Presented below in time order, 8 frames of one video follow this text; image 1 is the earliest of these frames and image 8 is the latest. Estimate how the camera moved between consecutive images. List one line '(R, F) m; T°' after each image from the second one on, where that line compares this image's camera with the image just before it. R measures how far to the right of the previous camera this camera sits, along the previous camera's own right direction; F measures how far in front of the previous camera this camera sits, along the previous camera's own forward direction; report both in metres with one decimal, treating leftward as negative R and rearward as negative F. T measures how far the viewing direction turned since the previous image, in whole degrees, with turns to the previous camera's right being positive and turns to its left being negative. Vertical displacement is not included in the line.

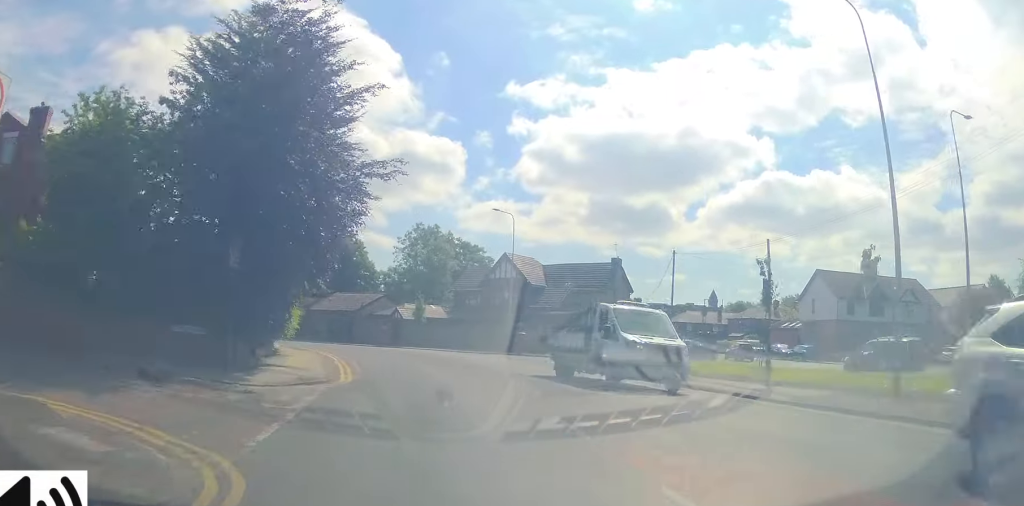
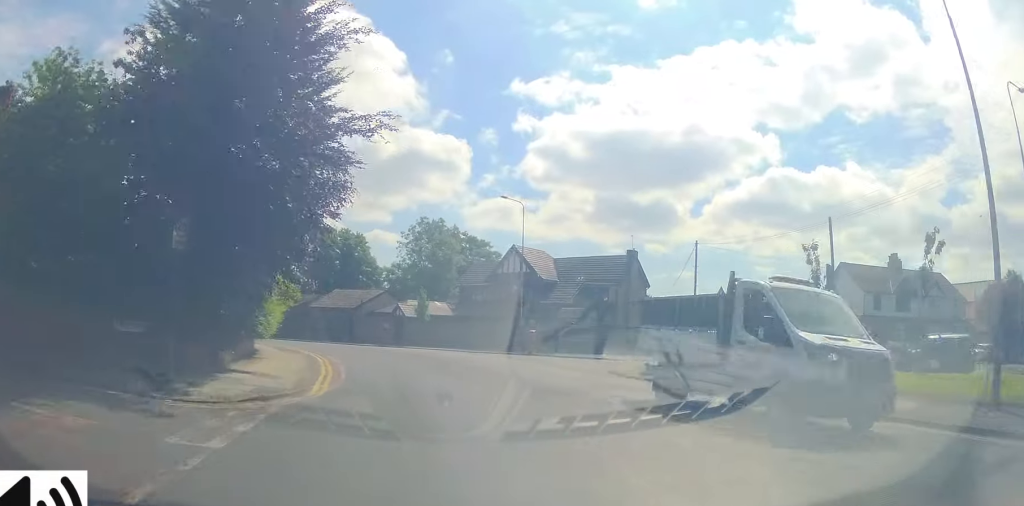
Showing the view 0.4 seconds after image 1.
(+0.2, +3.4) m; 0°
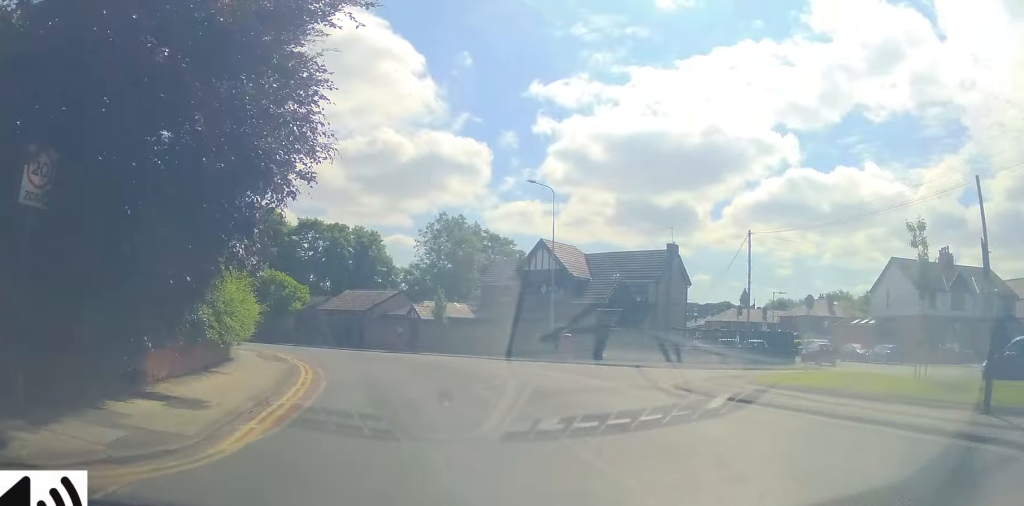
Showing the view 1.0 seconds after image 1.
(+0.2, +5.3) m; -1°
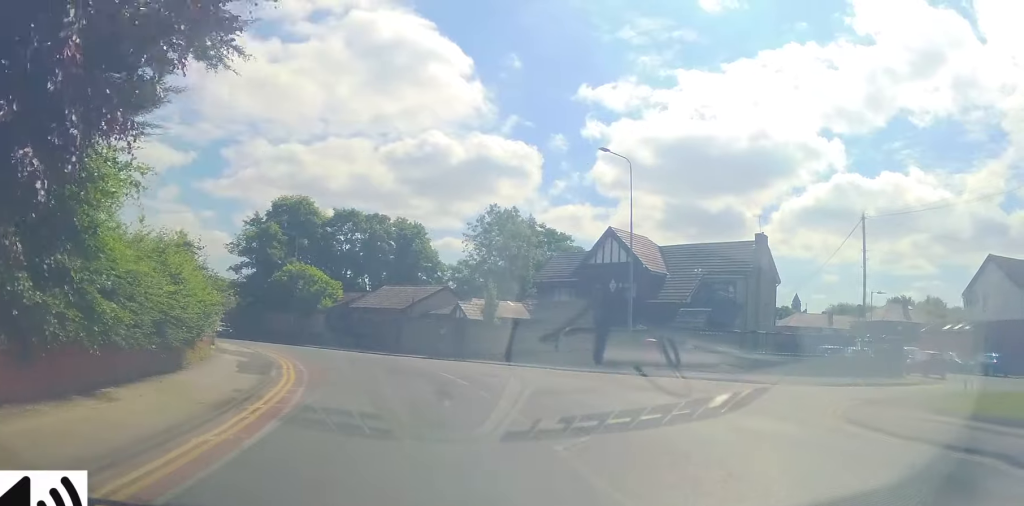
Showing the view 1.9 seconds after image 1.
(-0.4, +7.2) m; -7°
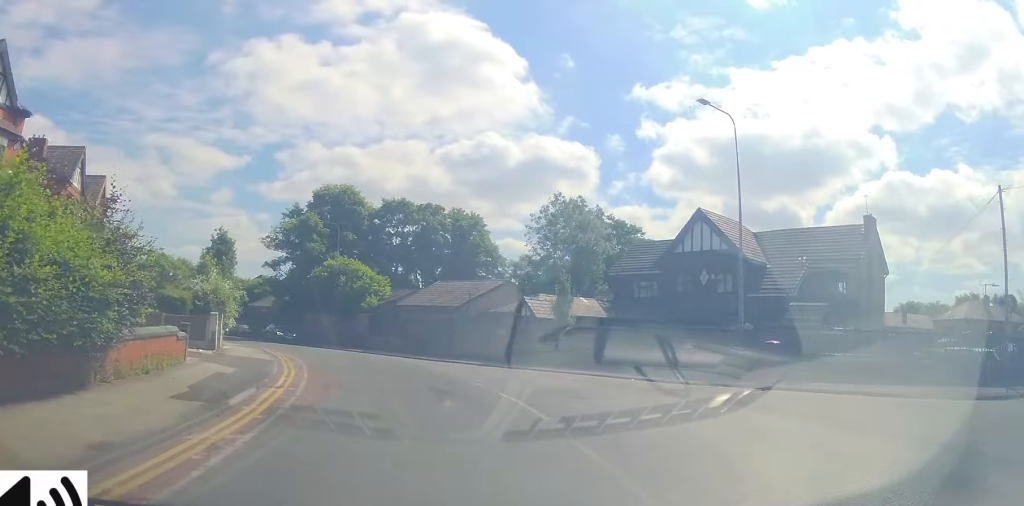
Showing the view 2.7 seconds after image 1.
(-0.4, +6.5) m; -6°
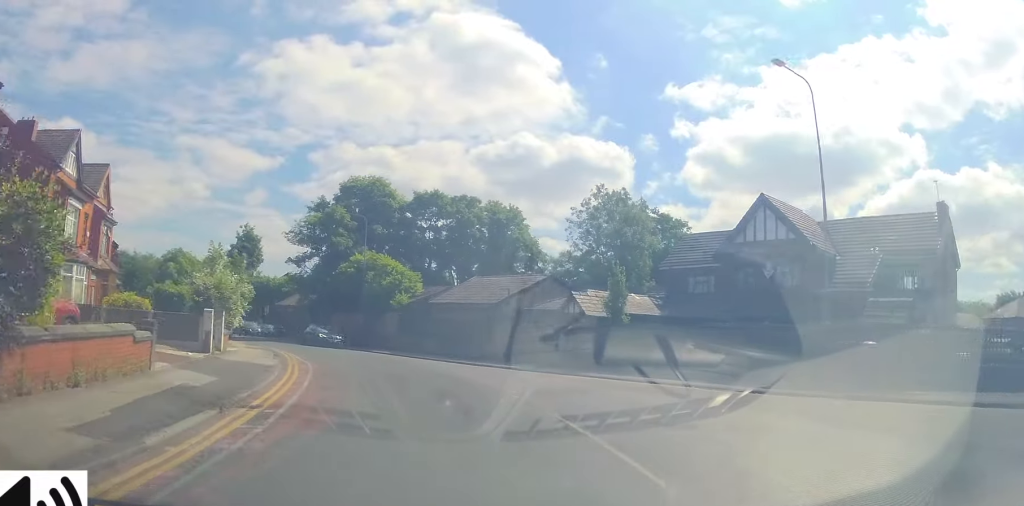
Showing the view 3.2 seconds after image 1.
(-0.2, +3.8) m; -3°
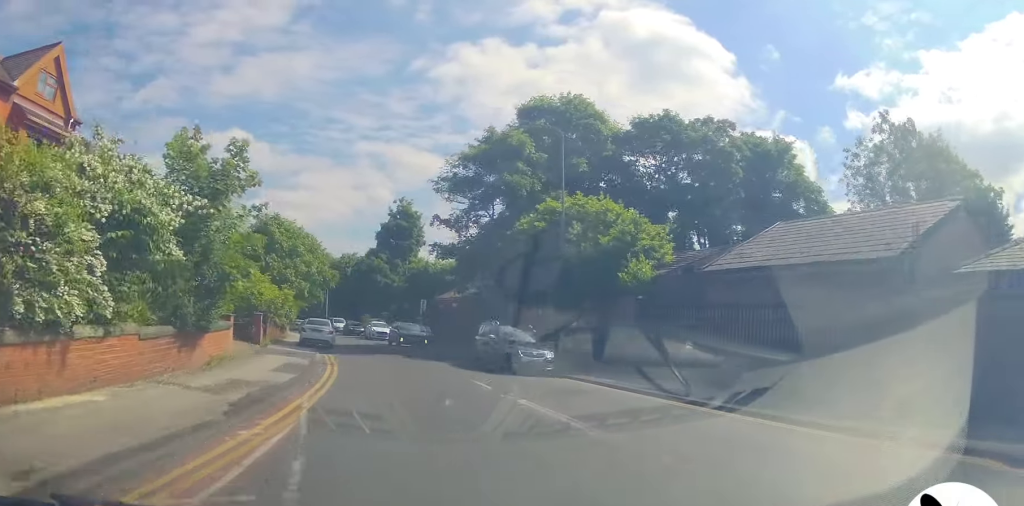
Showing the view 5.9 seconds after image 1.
(-3.4, +21.0) m; -17°
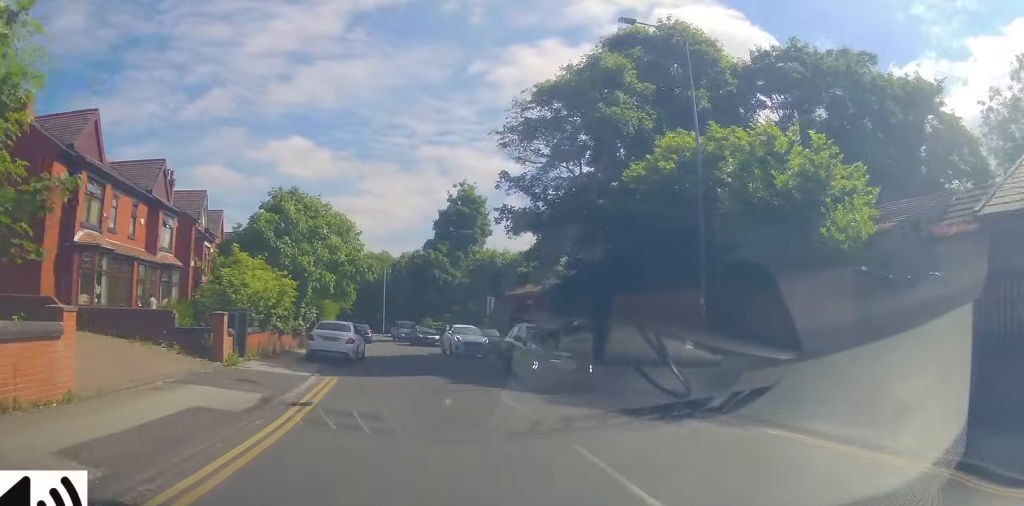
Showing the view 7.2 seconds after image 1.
(0.0, +10.1) m; -5°
